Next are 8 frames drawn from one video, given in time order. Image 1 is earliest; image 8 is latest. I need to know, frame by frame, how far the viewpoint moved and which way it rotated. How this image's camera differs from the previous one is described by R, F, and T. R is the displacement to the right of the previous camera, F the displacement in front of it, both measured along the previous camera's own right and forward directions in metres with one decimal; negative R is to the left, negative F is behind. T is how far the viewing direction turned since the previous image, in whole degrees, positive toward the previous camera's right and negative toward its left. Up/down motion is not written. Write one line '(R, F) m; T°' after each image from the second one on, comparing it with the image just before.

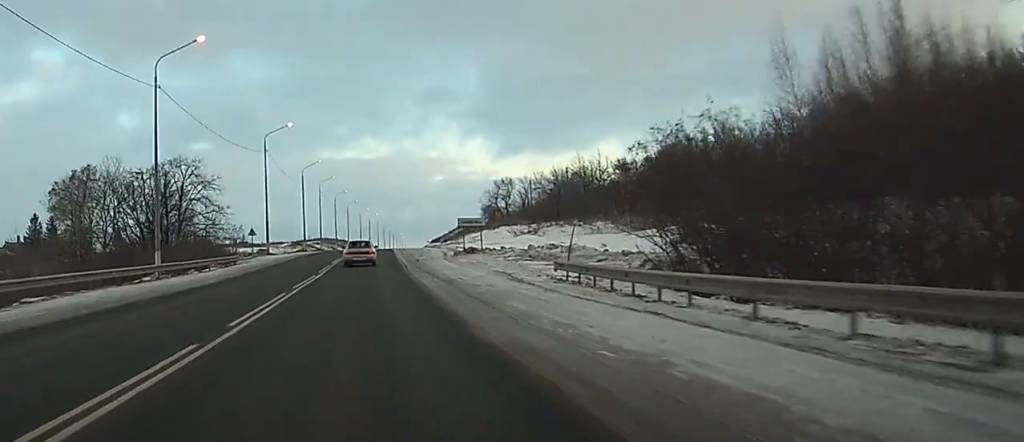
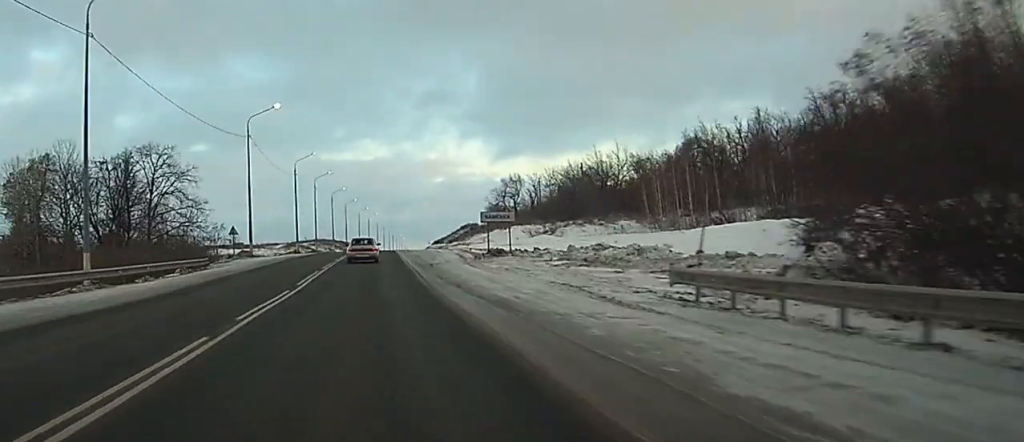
(+0.1, +12.1) m; 0°
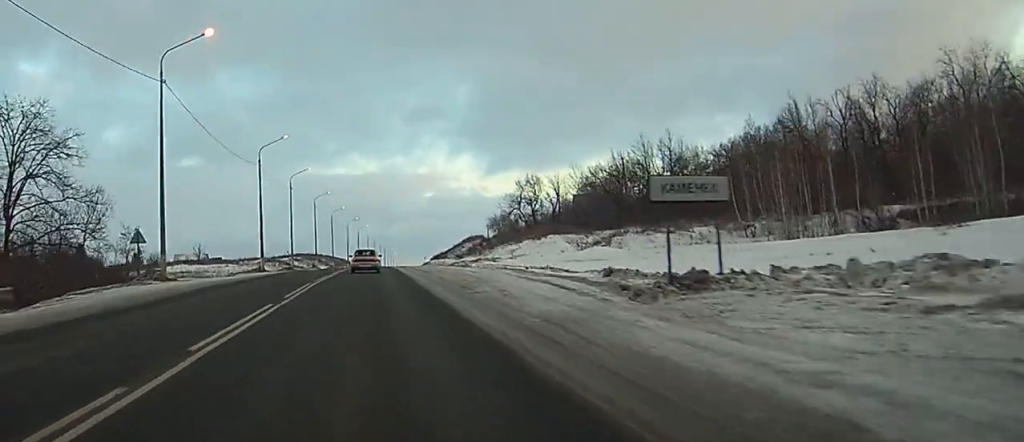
(+0.2, +29.6) m; +1°
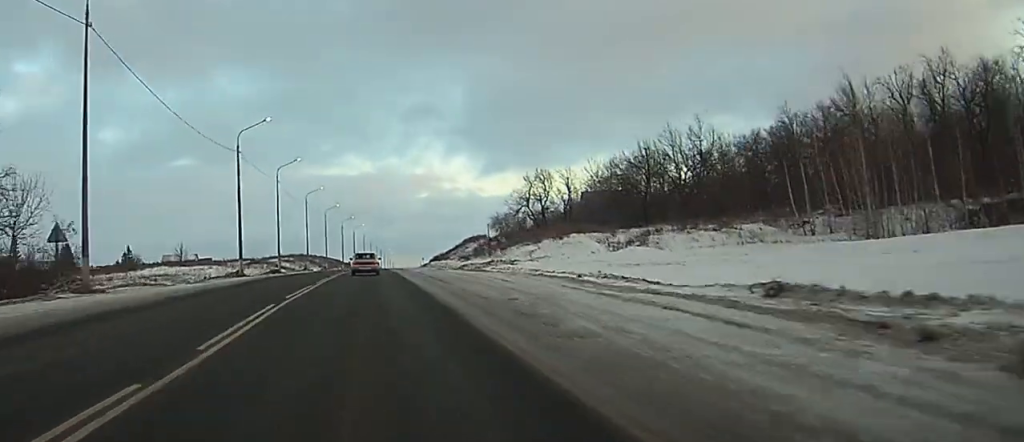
(0.0, +12.0) m; 0°
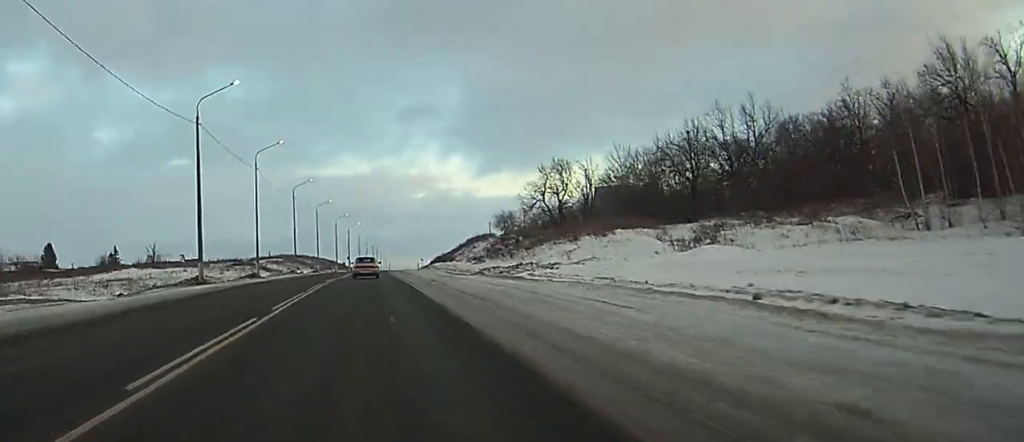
(+0.1, +16.0) m; 0°
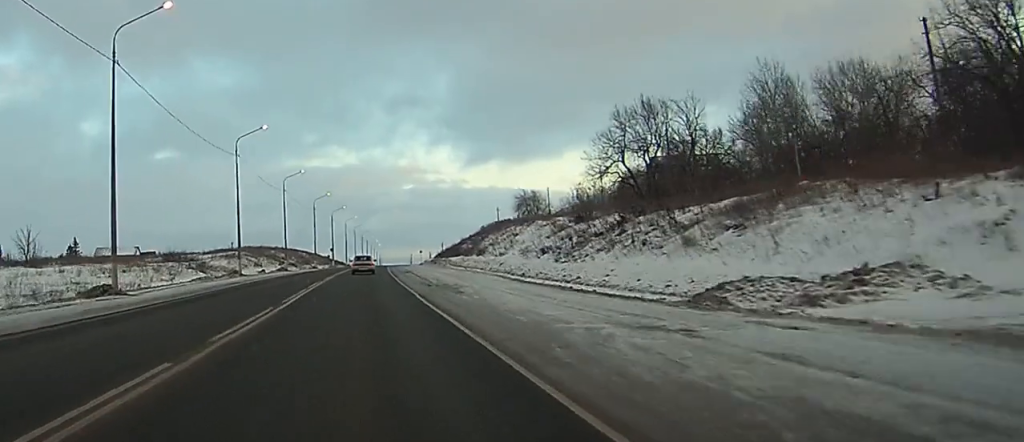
(-0.1, +43.4) m; +1°
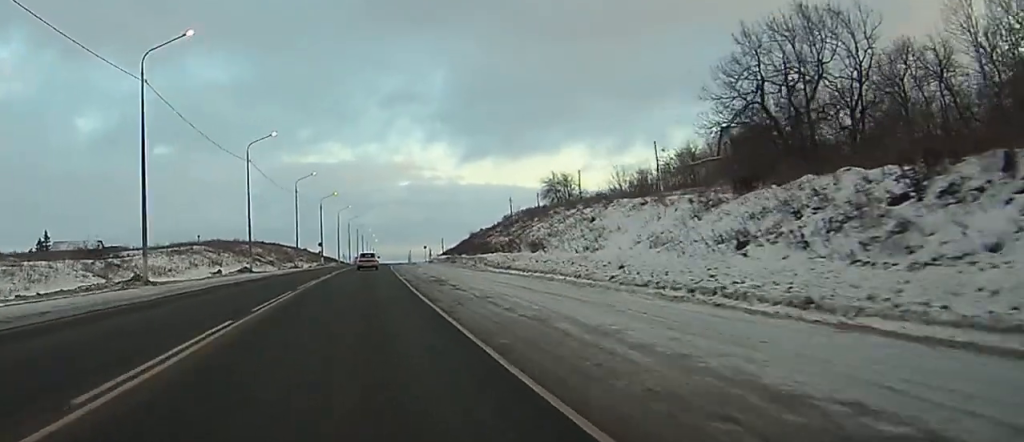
(+0.3, +29.9) m; +1°
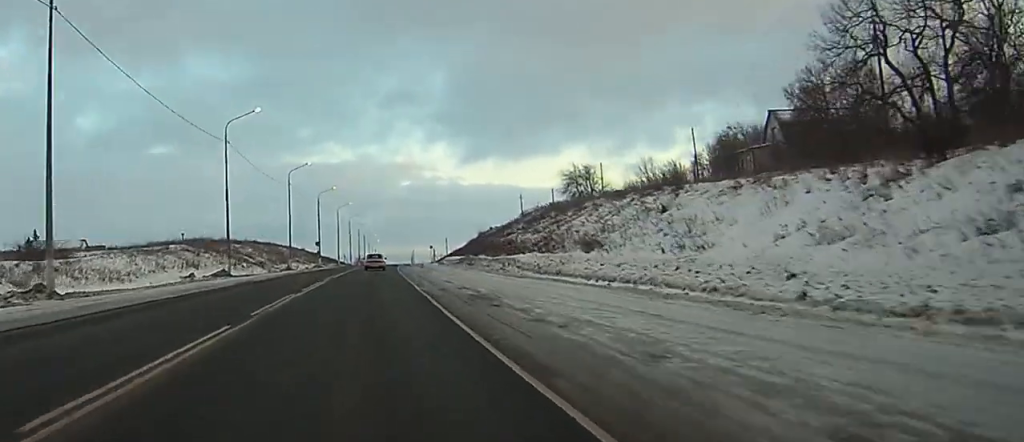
(0.0, +13.1) m; +1°
